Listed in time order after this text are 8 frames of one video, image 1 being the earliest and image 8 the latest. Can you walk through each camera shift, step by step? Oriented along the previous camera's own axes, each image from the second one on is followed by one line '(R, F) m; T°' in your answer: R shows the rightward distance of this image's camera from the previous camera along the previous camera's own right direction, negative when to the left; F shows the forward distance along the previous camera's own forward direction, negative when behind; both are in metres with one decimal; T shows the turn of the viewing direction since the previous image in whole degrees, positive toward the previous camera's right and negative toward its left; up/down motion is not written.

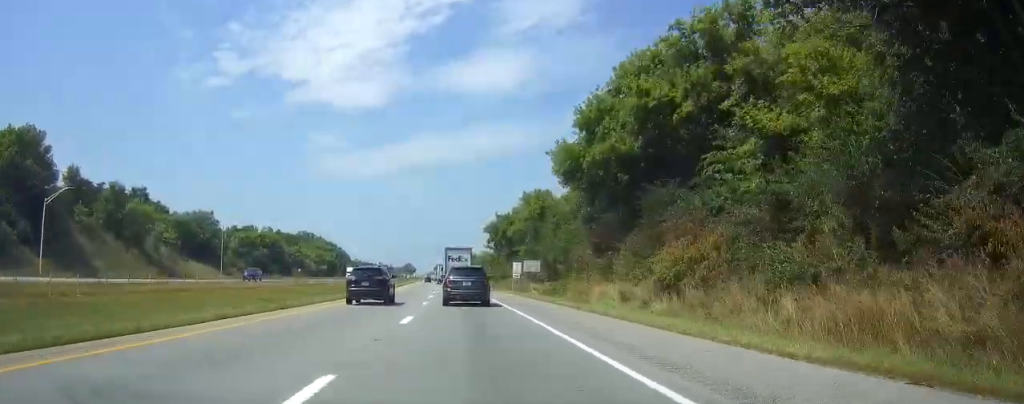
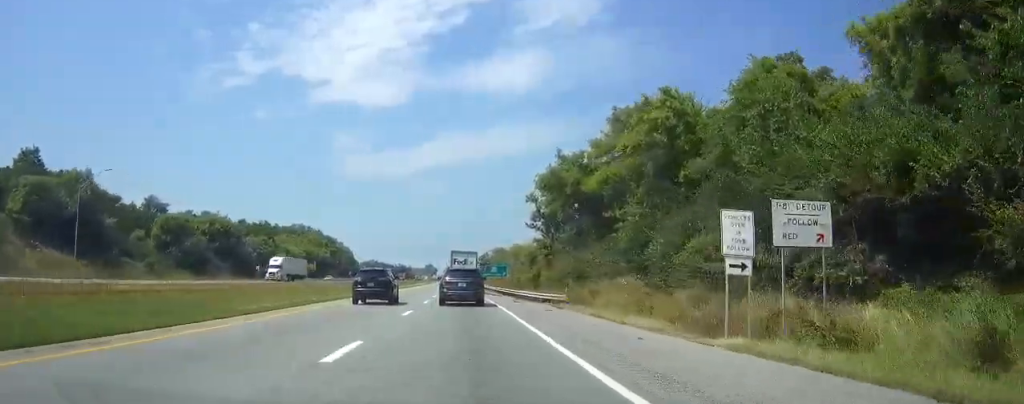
(-0.7, +57.5) m; -1°
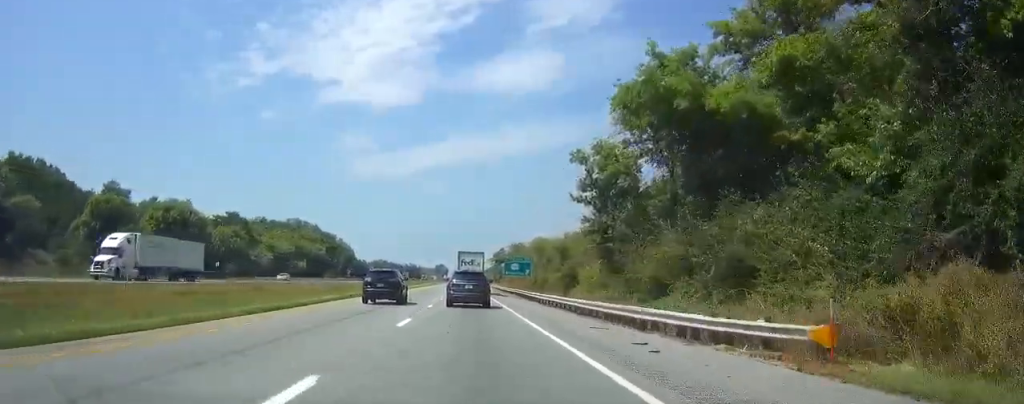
(-0.1, +28.7) m; -1°
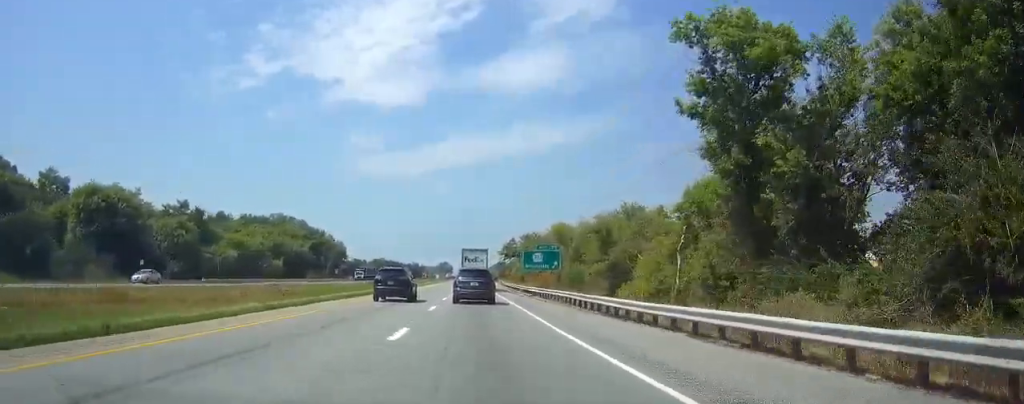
(-0.4, +28.7) m; -1°
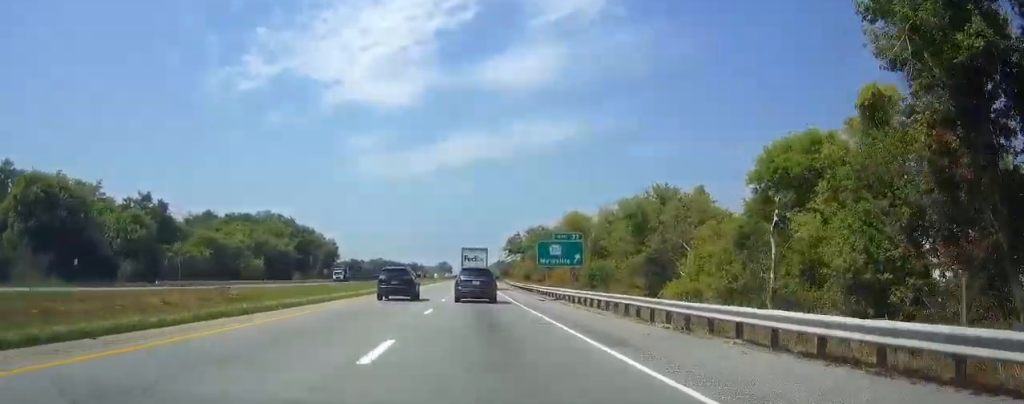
(-0.1, +15.9) m; 0°
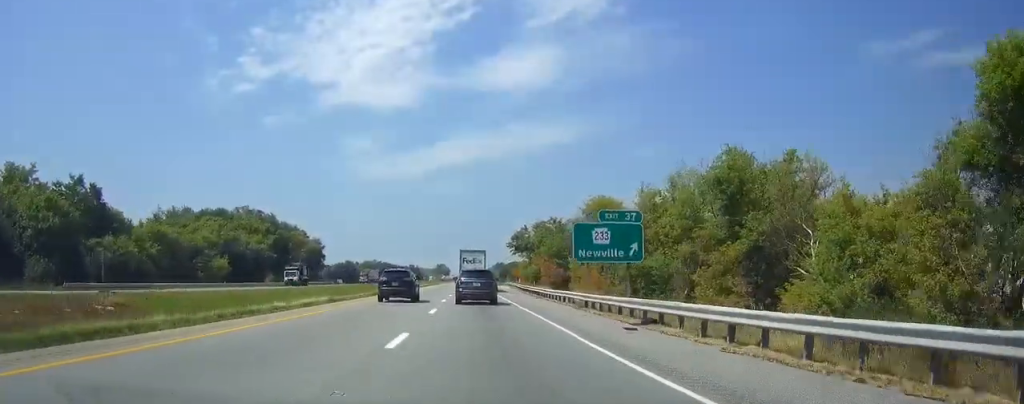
(0.0, +21.9) m; 0°
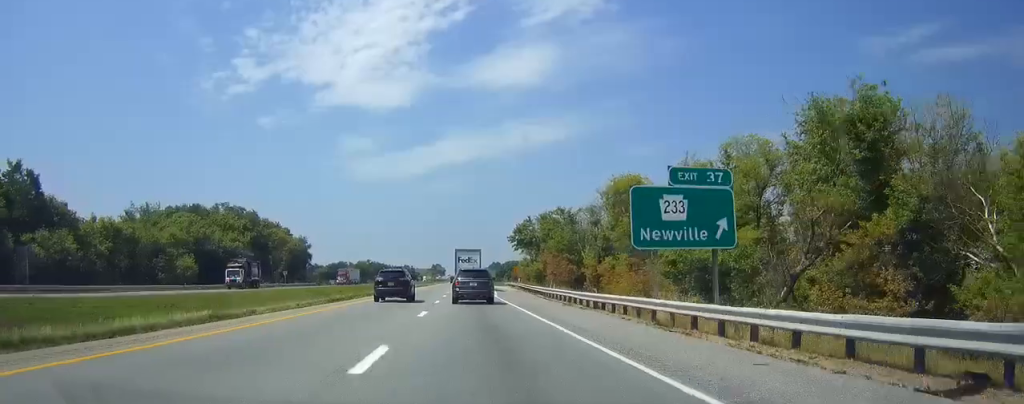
(+0.1, +15.0) m; 0°
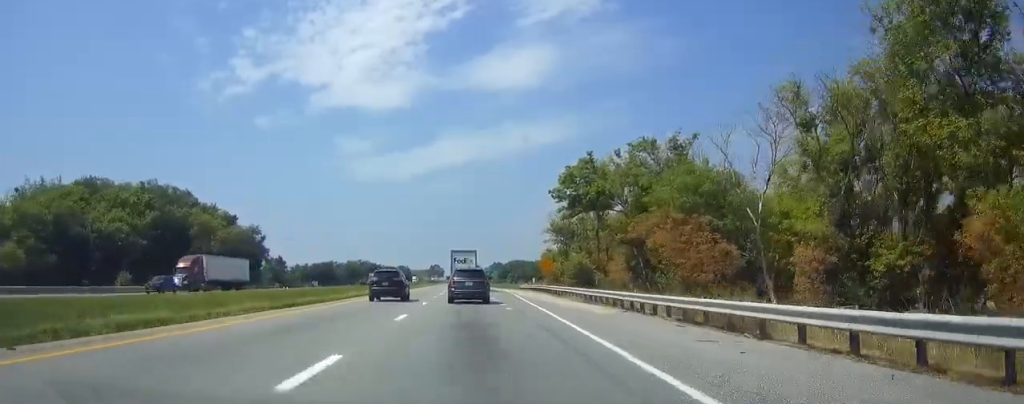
(+0.2, +51.1) m; 0°
